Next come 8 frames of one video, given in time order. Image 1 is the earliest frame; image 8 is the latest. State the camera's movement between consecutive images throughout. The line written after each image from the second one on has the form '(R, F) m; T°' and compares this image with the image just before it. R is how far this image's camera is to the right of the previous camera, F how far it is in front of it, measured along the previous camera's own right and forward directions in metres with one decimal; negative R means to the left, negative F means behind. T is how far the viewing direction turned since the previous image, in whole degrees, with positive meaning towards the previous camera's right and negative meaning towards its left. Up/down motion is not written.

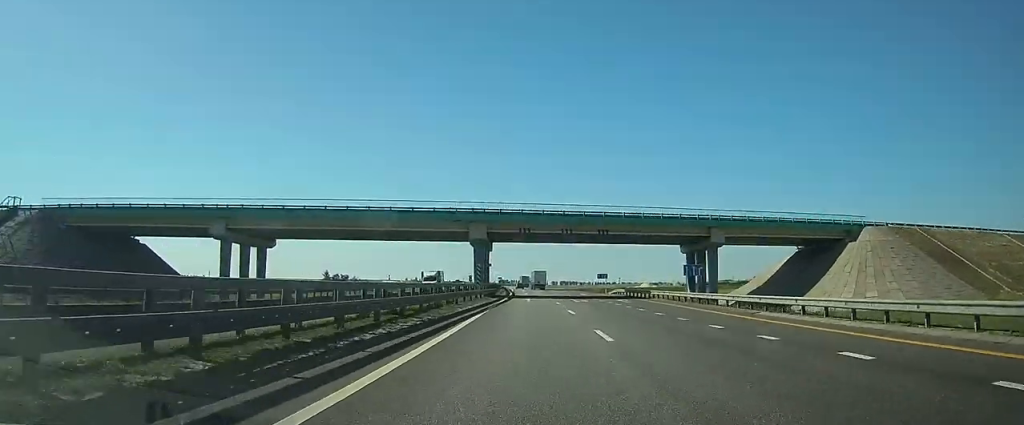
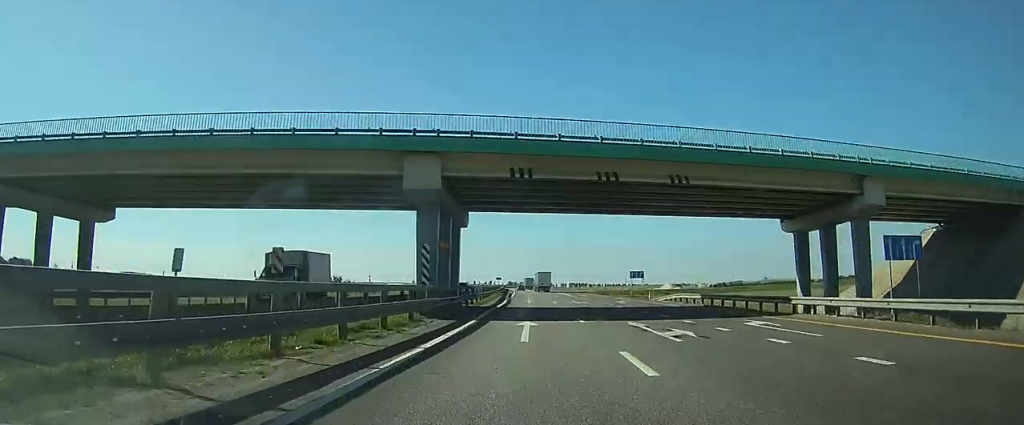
(-0.2, +29.1) m; 0°
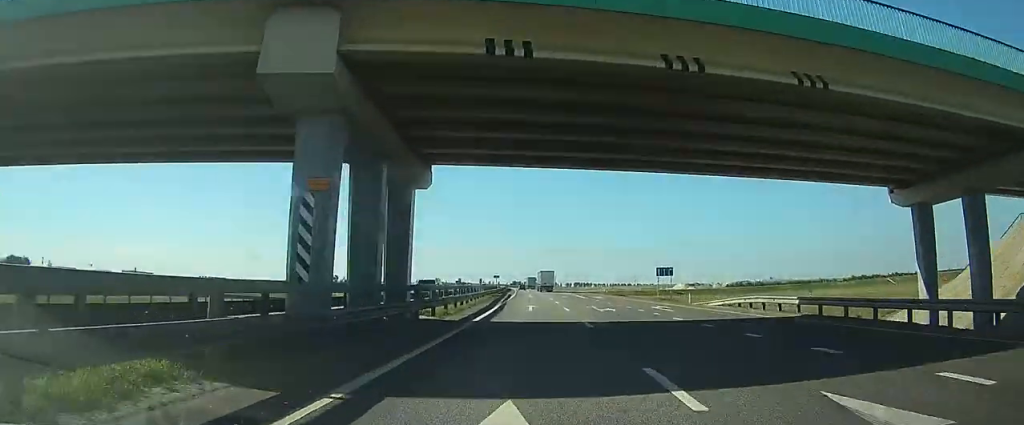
(0.0, +14.5) m; 0°
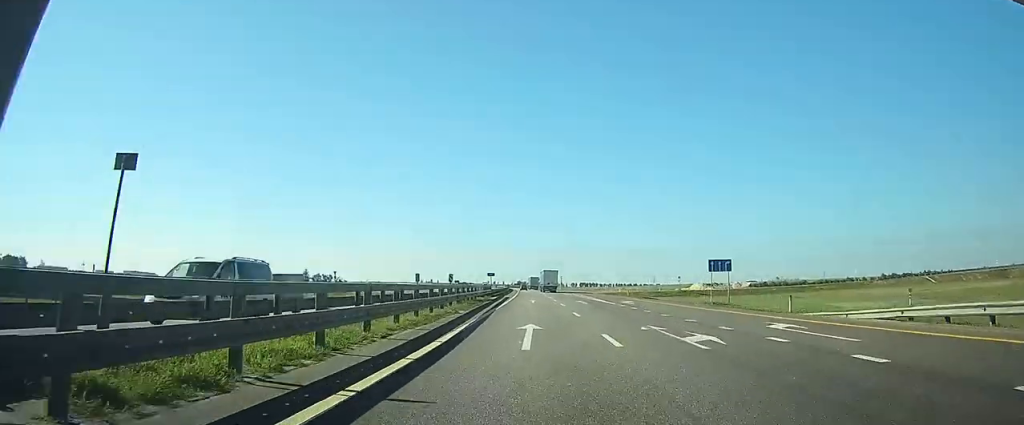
(0.0, +17.8) m; 0°
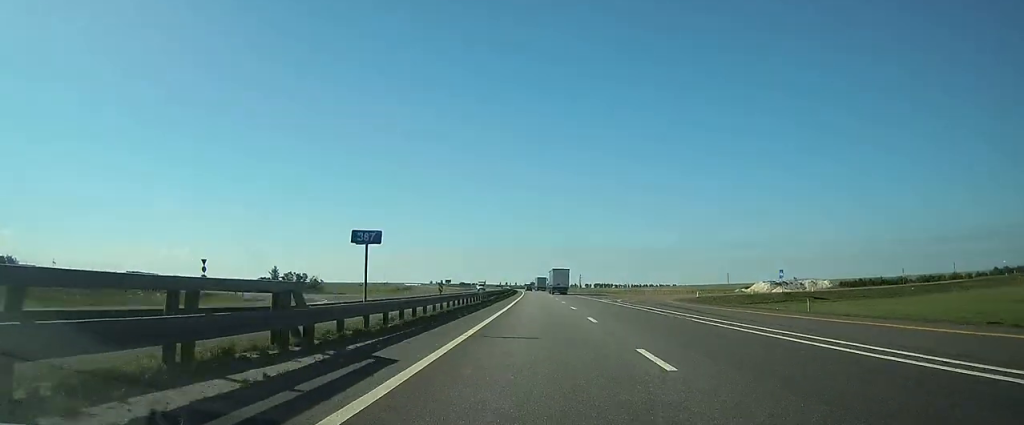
(-0.4, +52.1) m; -1°
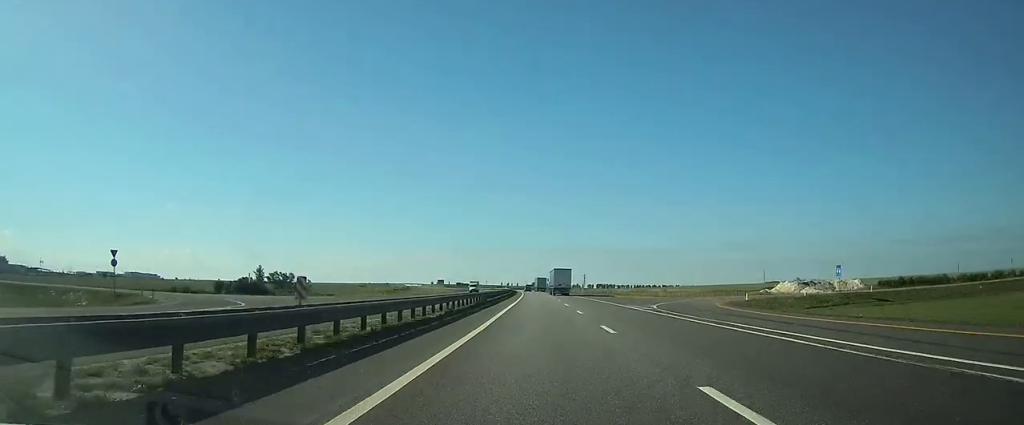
(0.0, +16.6) m; -1°
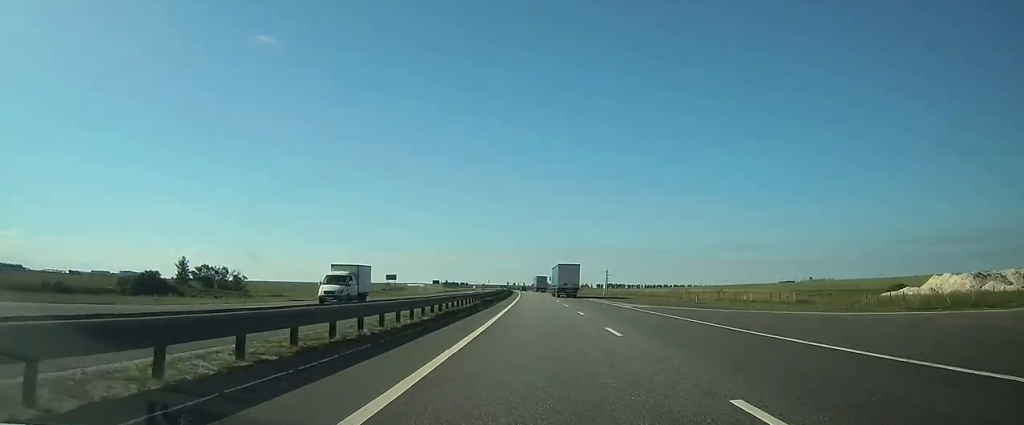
(-0.9, +61.3) m; -1°
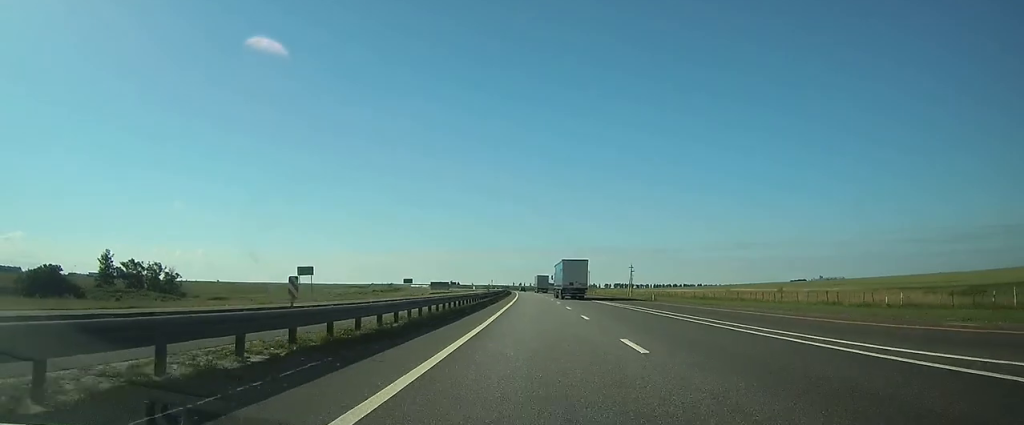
(0.0, +40.2) m; 0°
